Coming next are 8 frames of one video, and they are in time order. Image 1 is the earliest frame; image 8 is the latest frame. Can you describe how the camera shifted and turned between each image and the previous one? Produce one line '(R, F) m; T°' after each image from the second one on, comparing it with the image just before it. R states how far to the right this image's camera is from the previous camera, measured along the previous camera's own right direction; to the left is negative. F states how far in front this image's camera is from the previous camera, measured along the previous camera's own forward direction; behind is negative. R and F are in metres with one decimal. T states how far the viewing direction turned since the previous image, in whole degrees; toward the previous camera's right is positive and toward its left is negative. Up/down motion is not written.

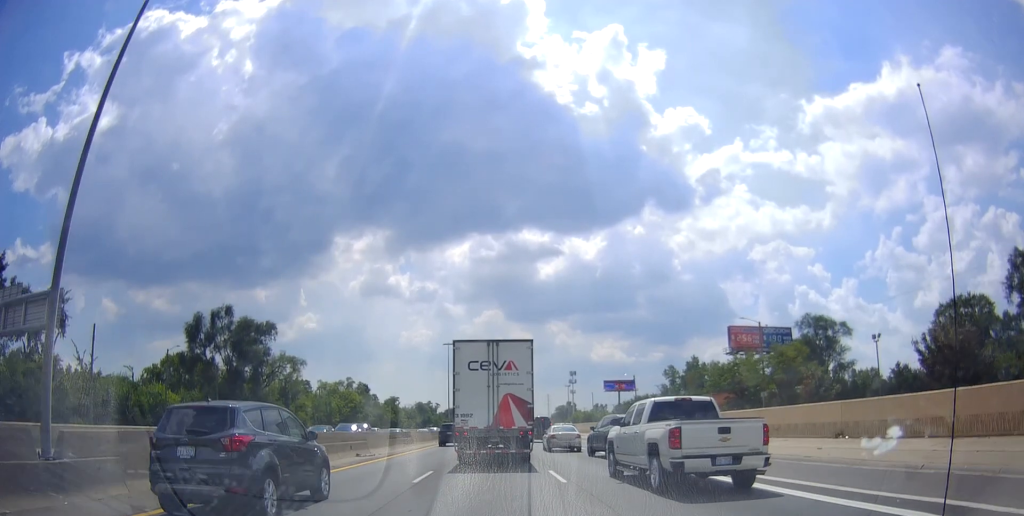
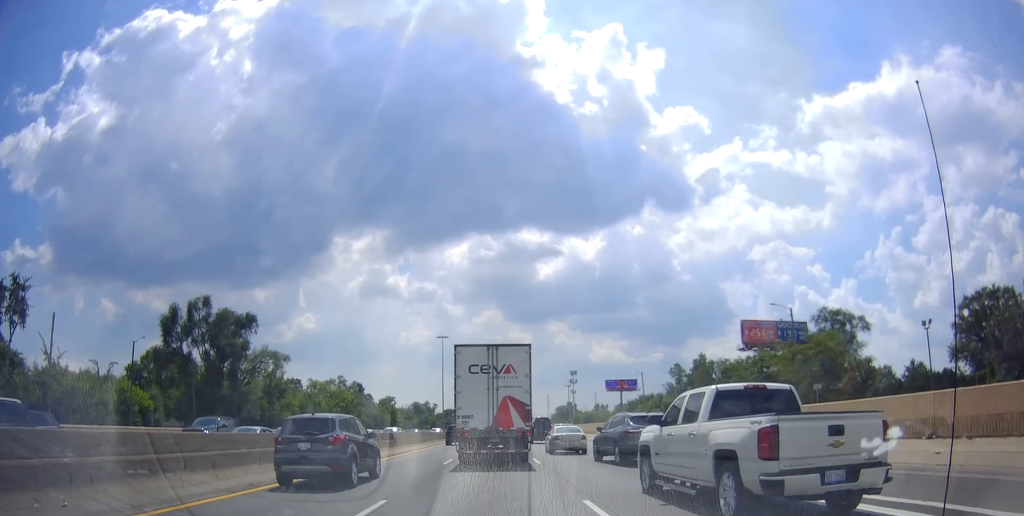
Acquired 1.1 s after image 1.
(0.0, +7.1) m; 0°
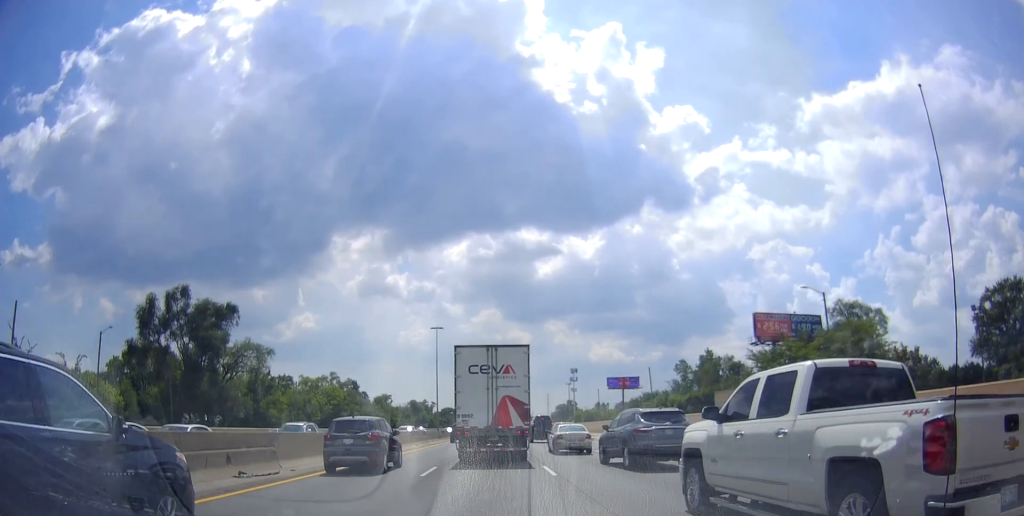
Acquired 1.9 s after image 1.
(0.0, +6.0) m; 0°
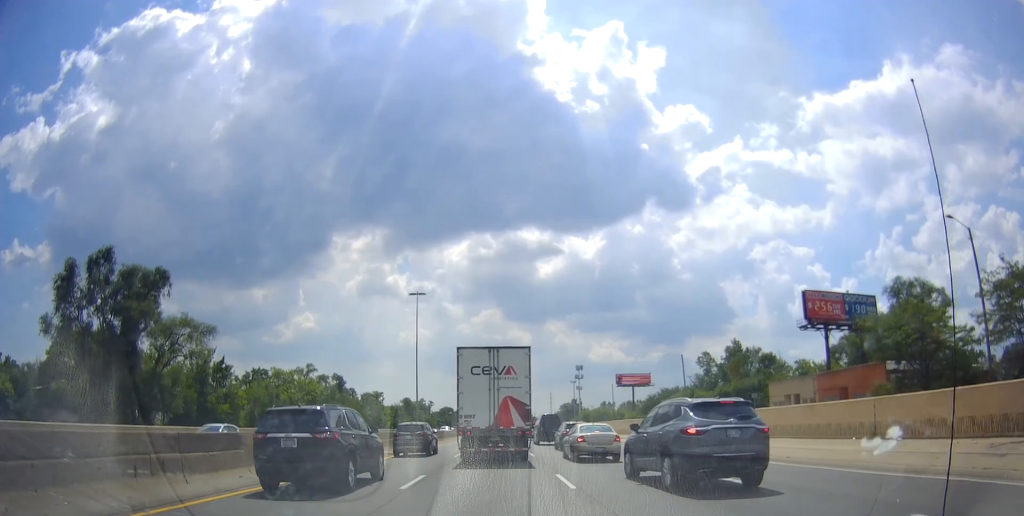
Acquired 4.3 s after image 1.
(0.0, +17.9) m; -2°
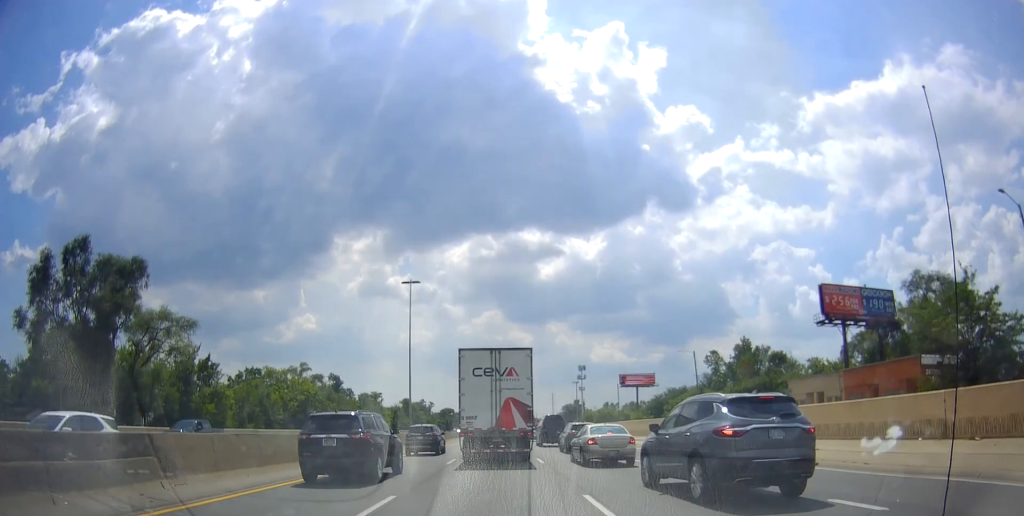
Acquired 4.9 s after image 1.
(-0.1, +4.8) m; 0°
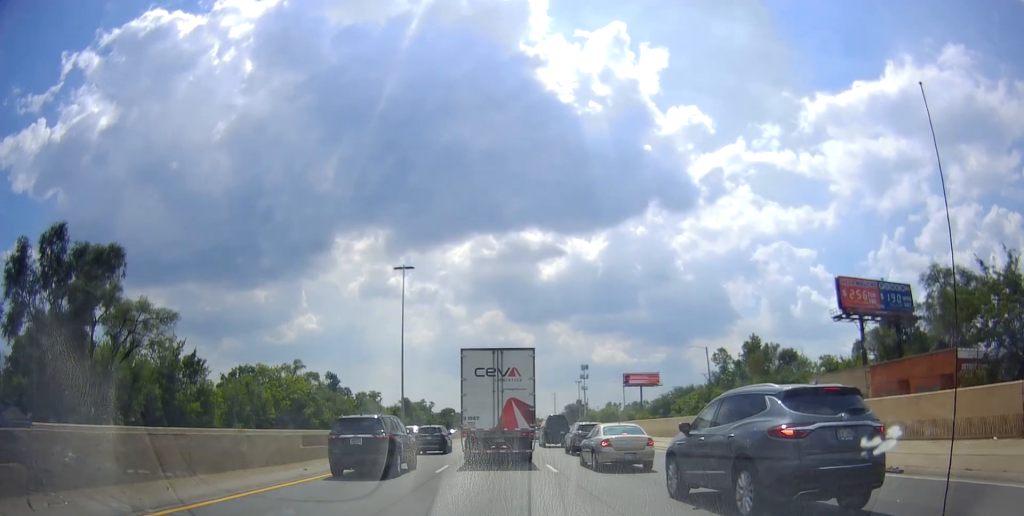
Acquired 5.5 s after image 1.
(-0.2, +4.4) m; 0°
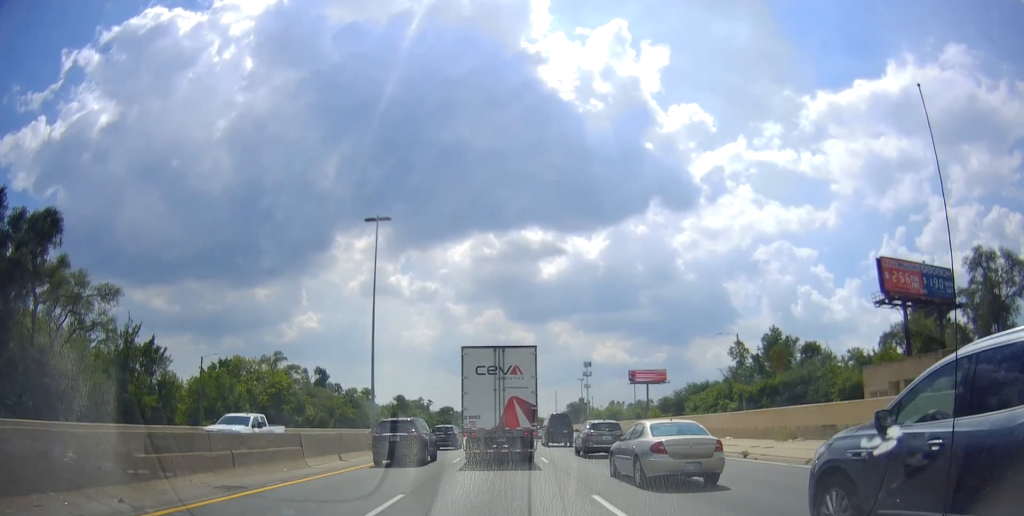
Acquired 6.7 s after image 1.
(+0.4, +10.4) m; +3°
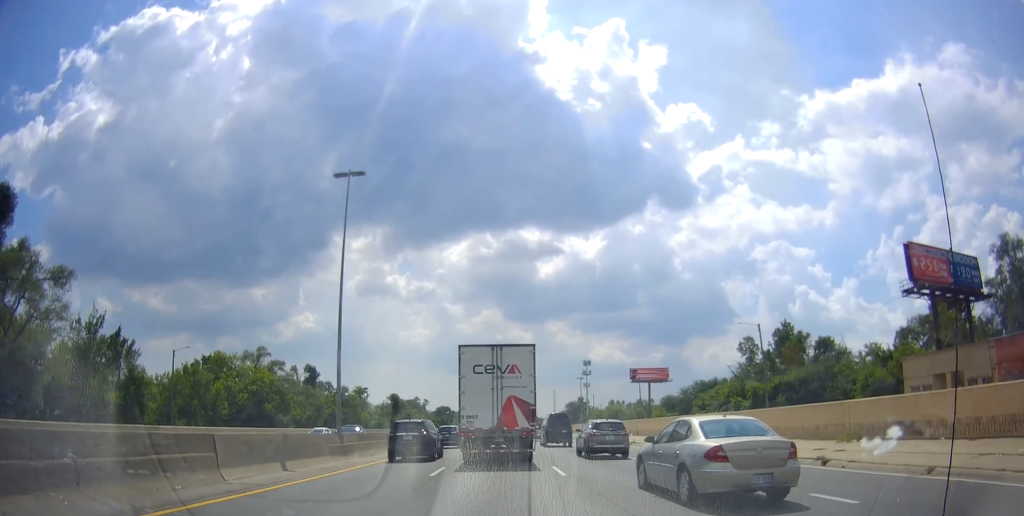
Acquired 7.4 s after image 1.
(0.0, +6.6) m; 0°
